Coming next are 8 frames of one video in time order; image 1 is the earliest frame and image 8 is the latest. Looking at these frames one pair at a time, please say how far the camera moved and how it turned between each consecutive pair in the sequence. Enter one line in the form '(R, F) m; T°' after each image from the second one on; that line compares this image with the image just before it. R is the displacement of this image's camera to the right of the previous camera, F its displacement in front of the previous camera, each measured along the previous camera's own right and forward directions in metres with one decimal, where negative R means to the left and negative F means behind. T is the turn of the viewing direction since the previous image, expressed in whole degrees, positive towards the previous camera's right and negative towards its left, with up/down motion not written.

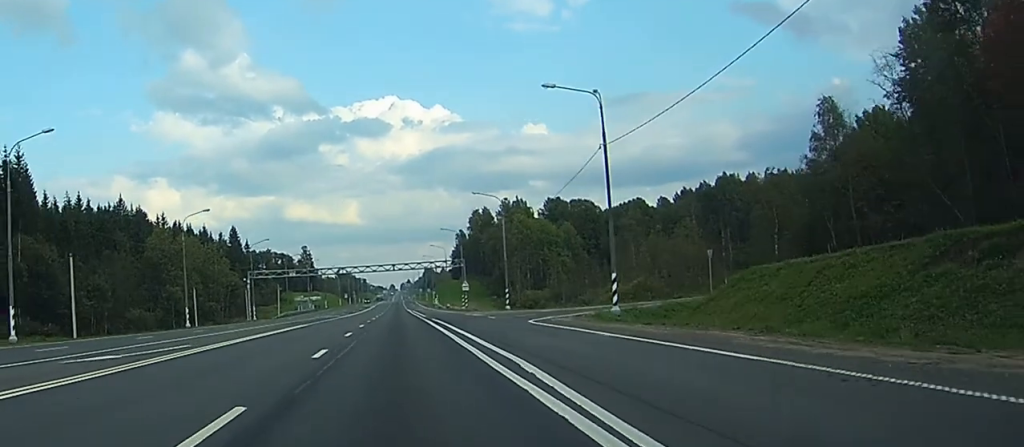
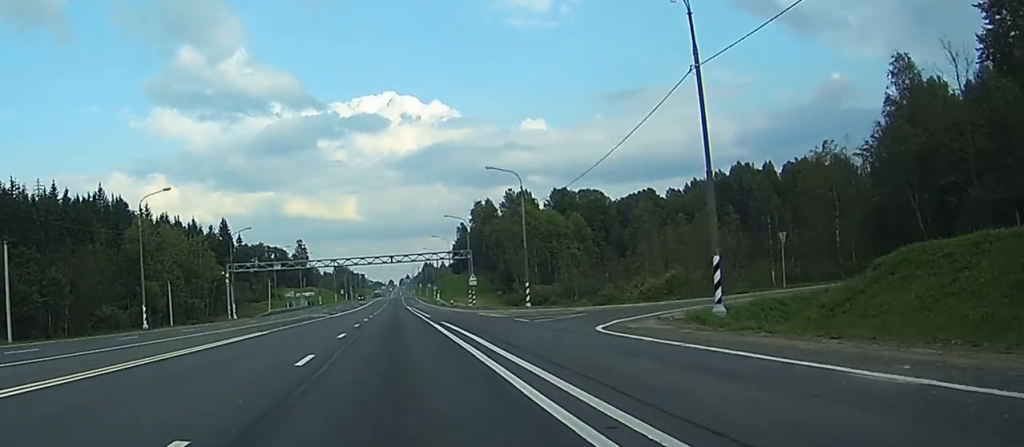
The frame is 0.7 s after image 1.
(0.0, +14.3) m; 0°
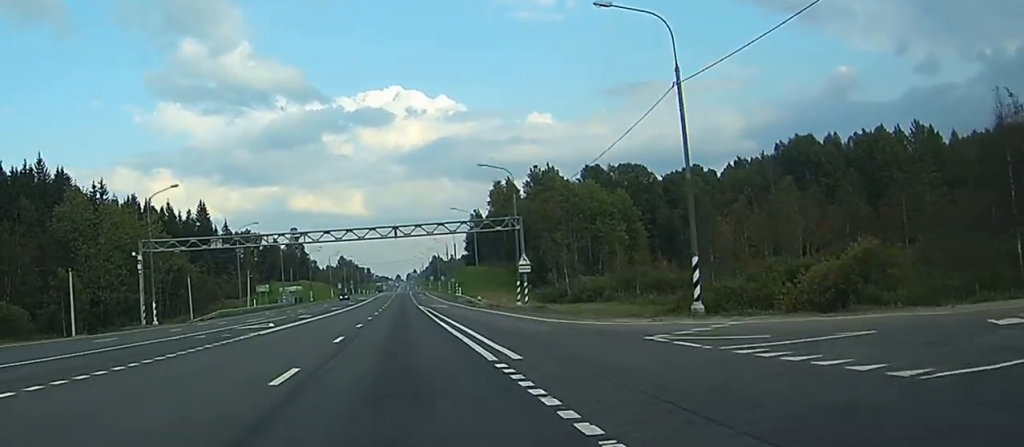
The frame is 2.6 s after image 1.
(+0.2, +39.7) m; 0°
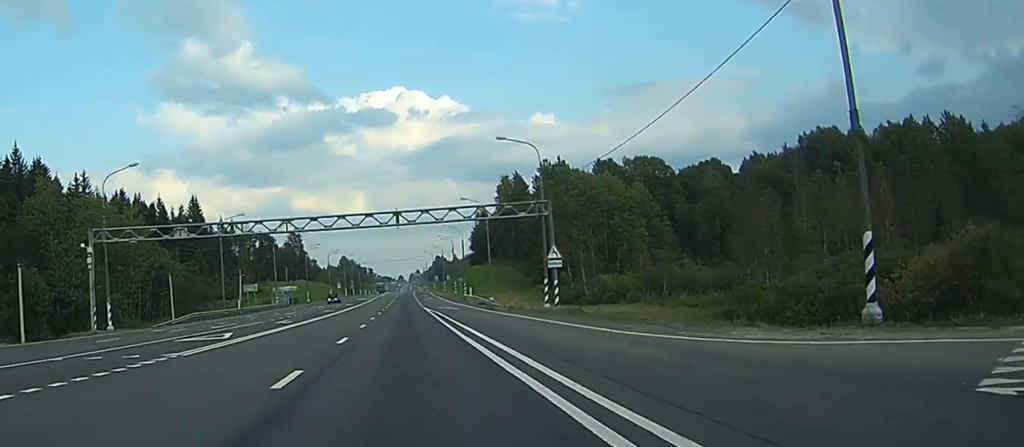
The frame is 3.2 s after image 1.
(0.0, +12.4) m; 0°
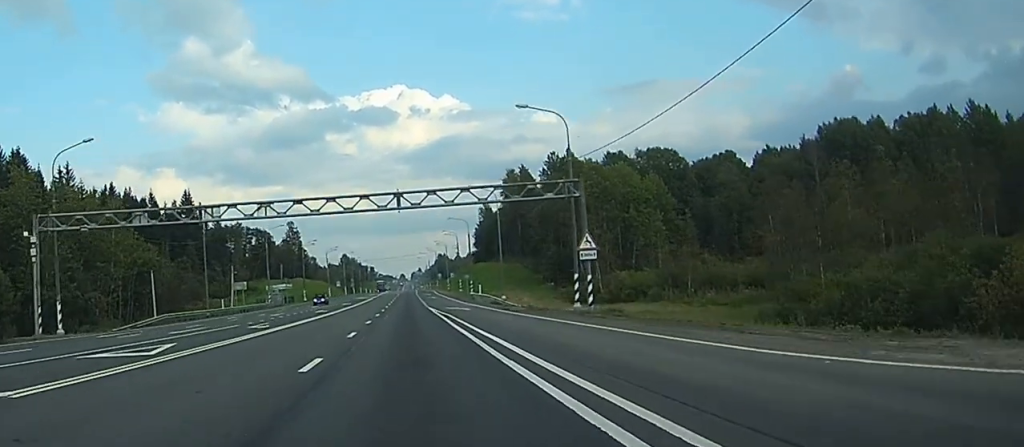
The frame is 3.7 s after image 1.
(0.0, +9.6) m; 0°
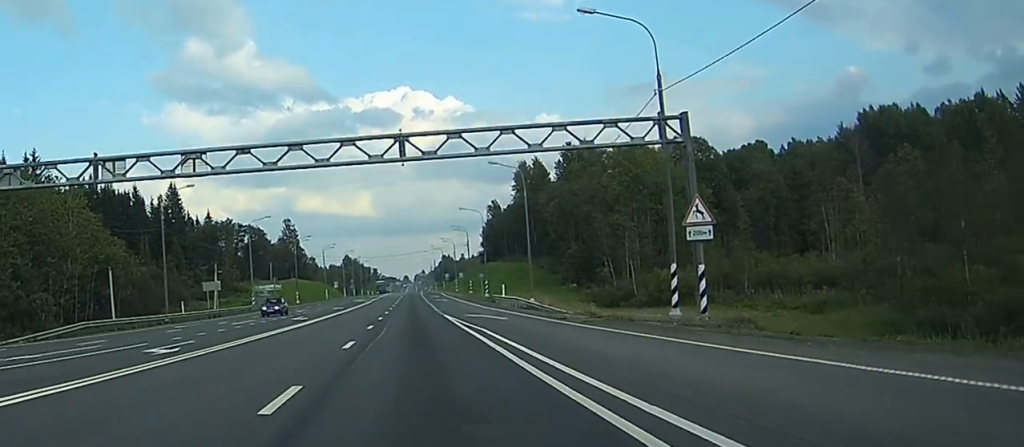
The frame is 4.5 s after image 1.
(-0.1, +17.2) m; 0°
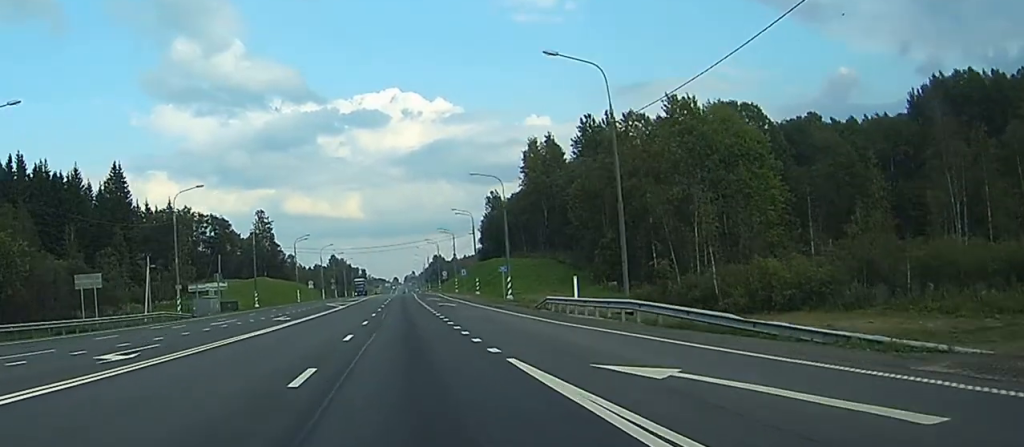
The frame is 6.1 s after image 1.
(+0.2, +33.1) m; +1°
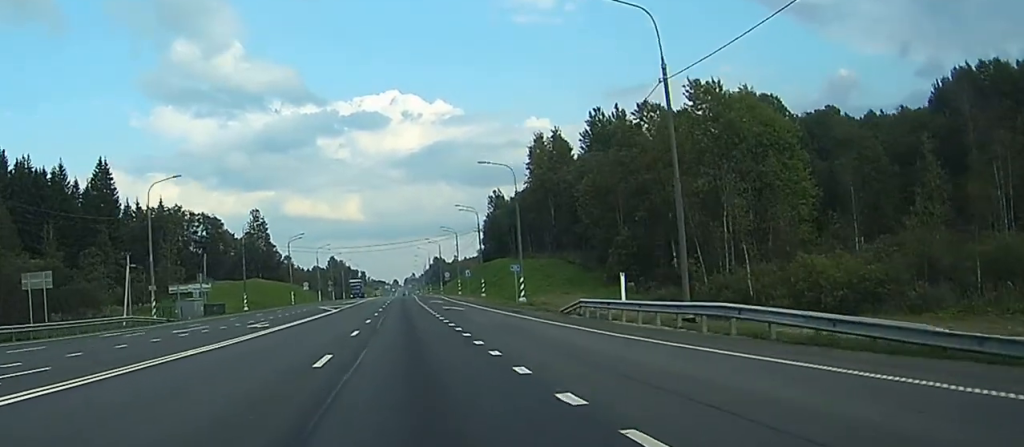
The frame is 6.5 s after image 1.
(0.0, +8.3) m; 0°
